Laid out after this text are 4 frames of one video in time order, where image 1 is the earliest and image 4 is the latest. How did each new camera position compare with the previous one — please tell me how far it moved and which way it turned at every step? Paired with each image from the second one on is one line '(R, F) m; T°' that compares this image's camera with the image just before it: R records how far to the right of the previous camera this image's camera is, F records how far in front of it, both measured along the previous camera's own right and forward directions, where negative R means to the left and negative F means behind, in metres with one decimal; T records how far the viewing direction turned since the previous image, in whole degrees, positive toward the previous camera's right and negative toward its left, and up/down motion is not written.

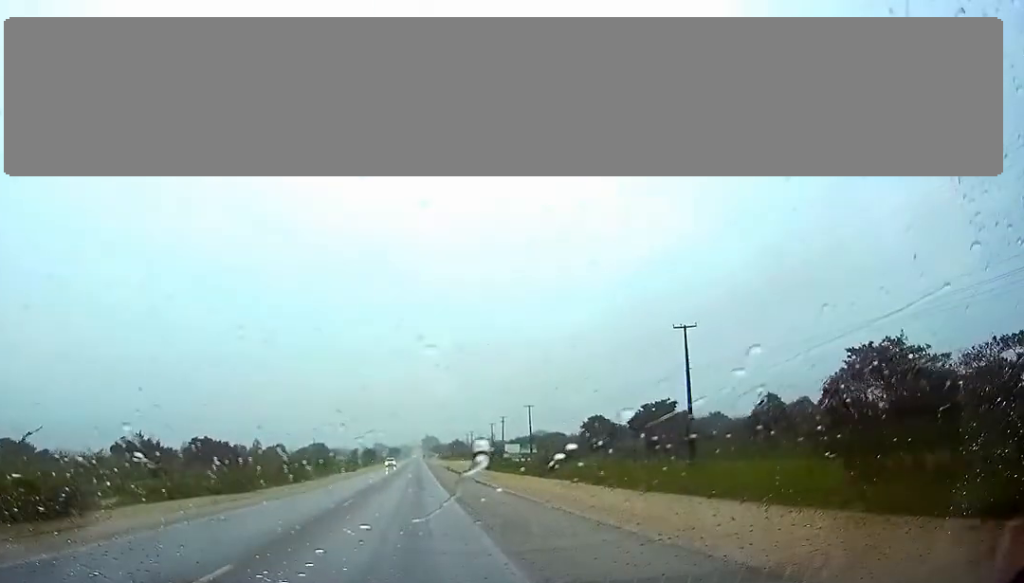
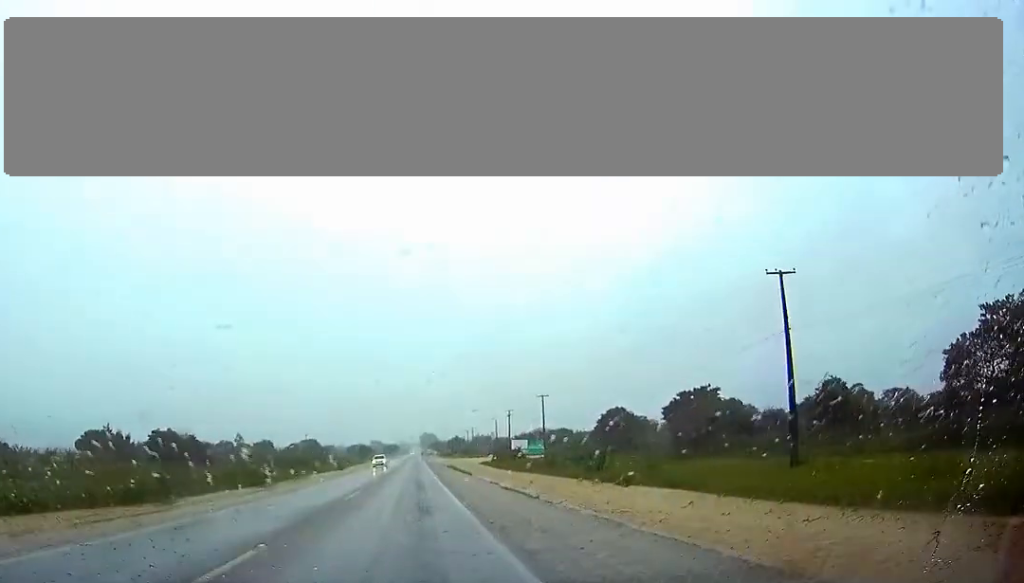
(-0.4, +17.7) m; -2°
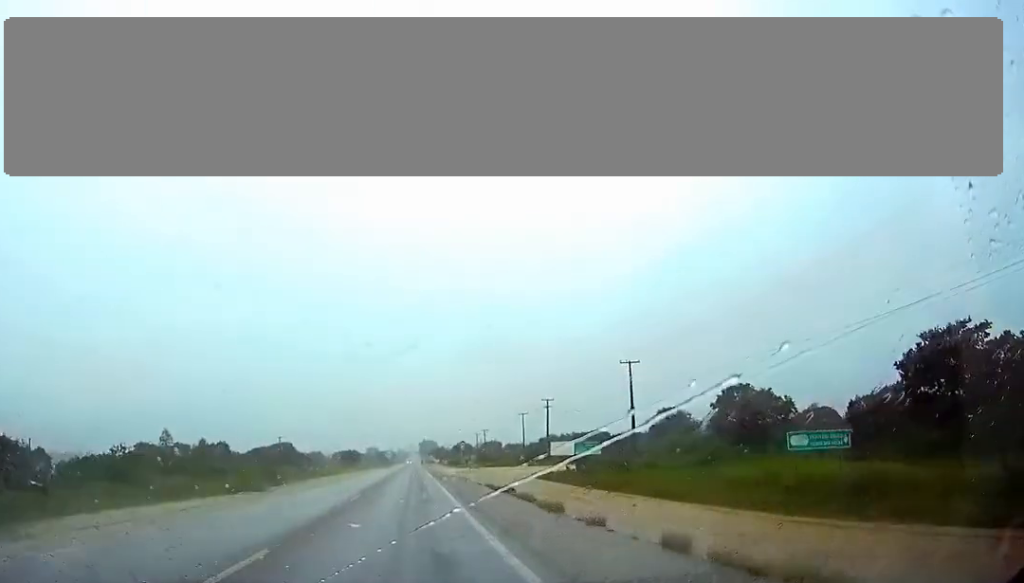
(-0.7, +52.8) m; 0°
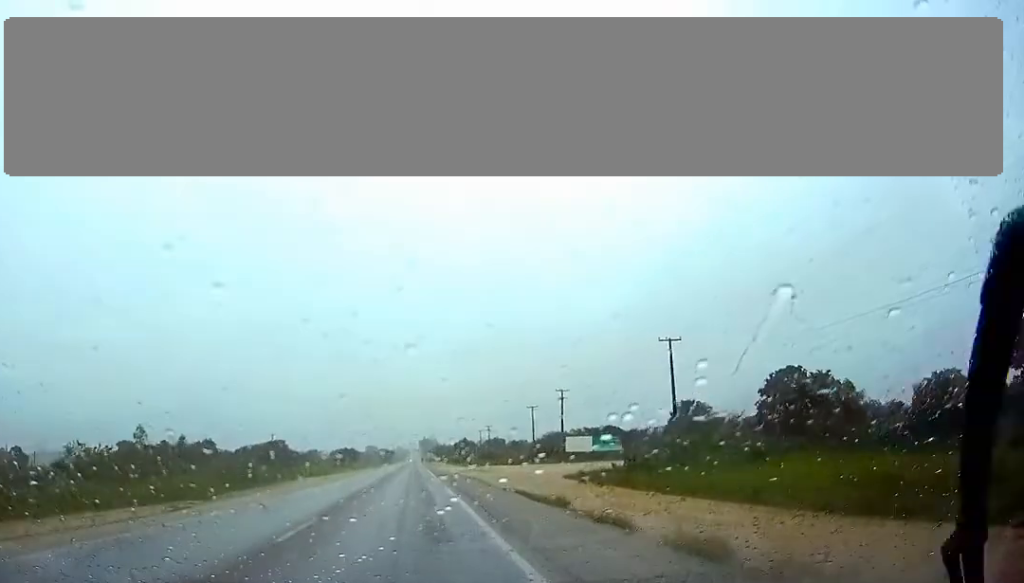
(+0.1, +12.4) m; 0°
